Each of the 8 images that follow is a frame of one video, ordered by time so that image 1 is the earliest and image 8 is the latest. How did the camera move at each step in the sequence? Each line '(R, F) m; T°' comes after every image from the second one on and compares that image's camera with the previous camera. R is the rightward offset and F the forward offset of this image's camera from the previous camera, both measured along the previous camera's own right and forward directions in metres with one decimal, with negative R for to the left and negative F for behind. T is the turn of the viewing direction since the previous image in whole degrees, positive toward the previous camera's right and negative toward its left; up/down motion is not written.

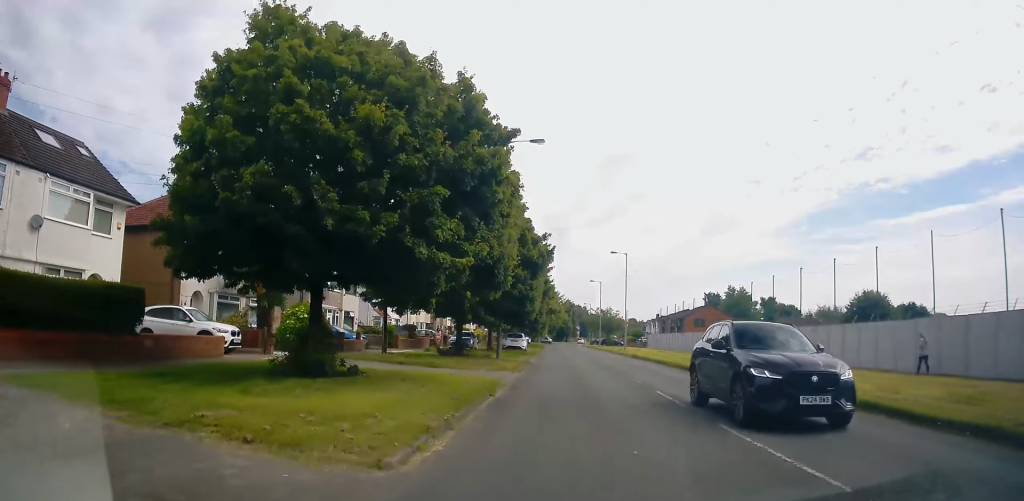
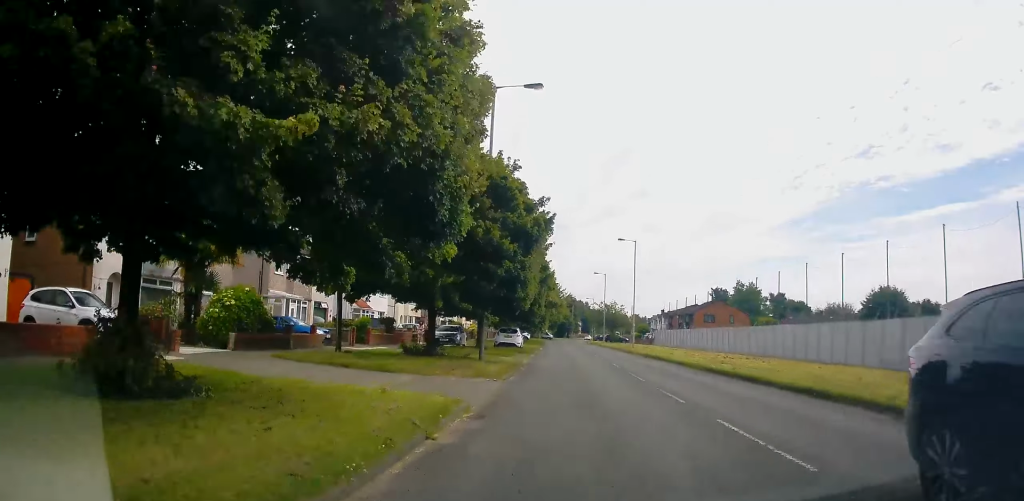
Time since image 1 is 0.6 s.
(+0.3, +6.1) m; +1°
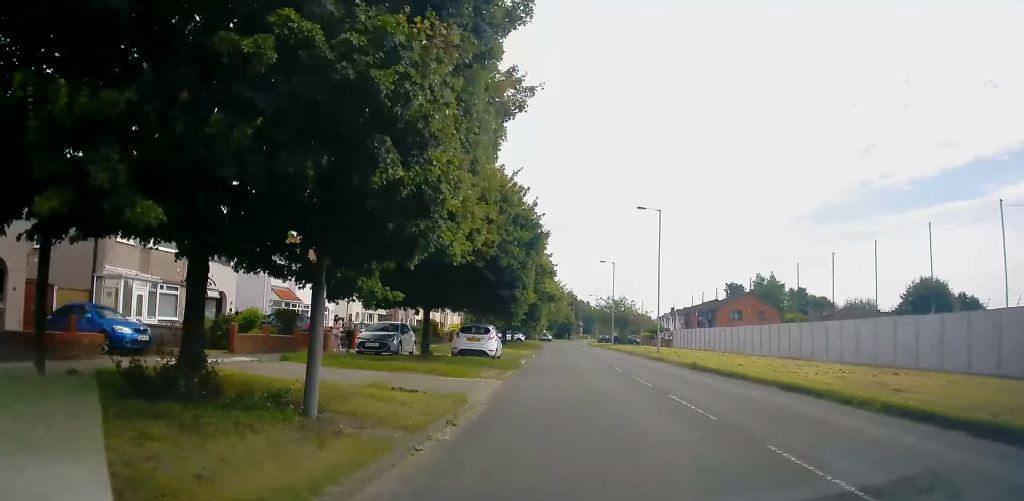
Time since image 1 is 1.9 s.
(-0.5, +14.4) m; -2°
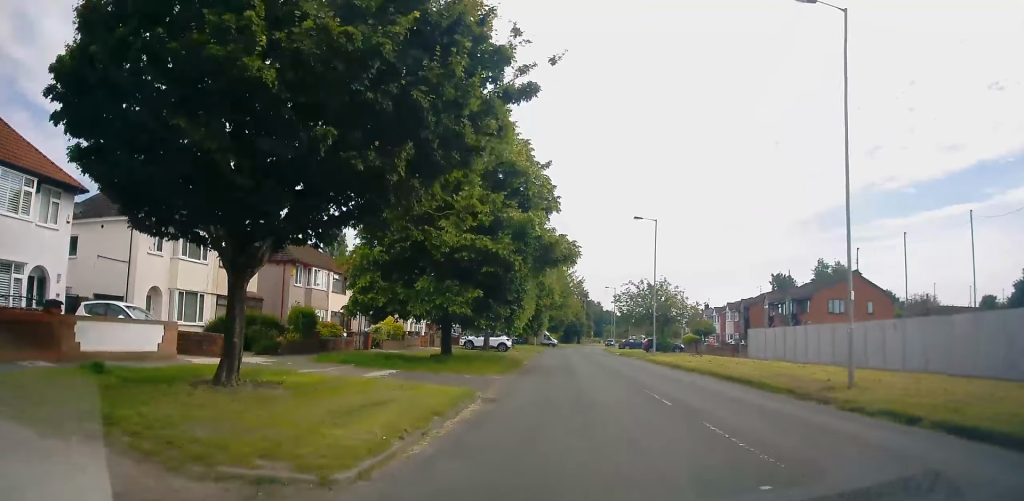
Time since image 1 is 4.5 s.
(-0.3, +28.0) m; +1°
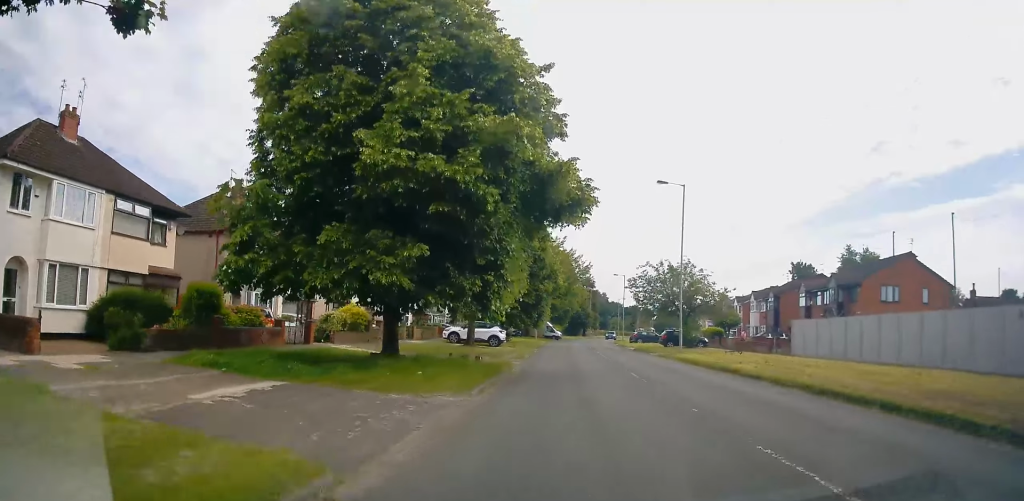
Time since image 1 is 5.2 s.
(+0.2, +8.3) m; 0°
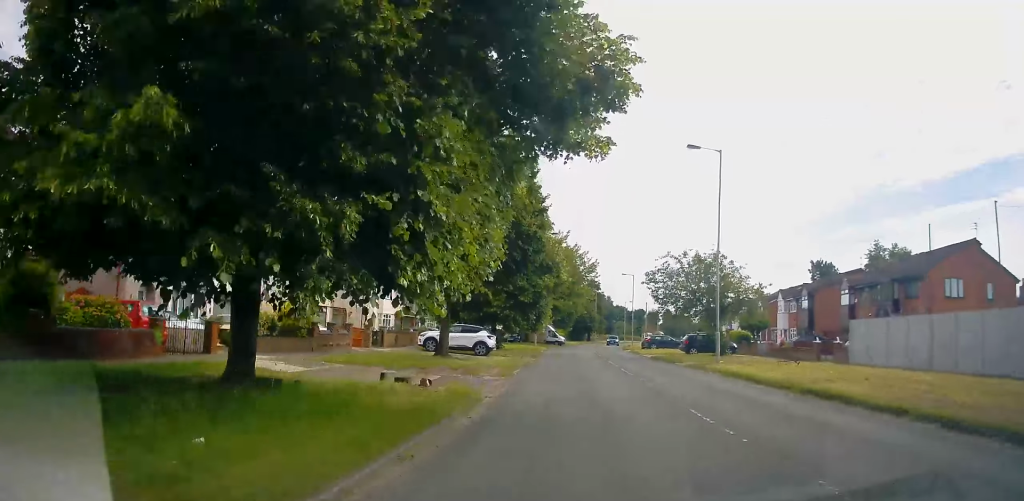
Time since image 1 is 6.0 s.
(0.0, +7.8) m; -1°
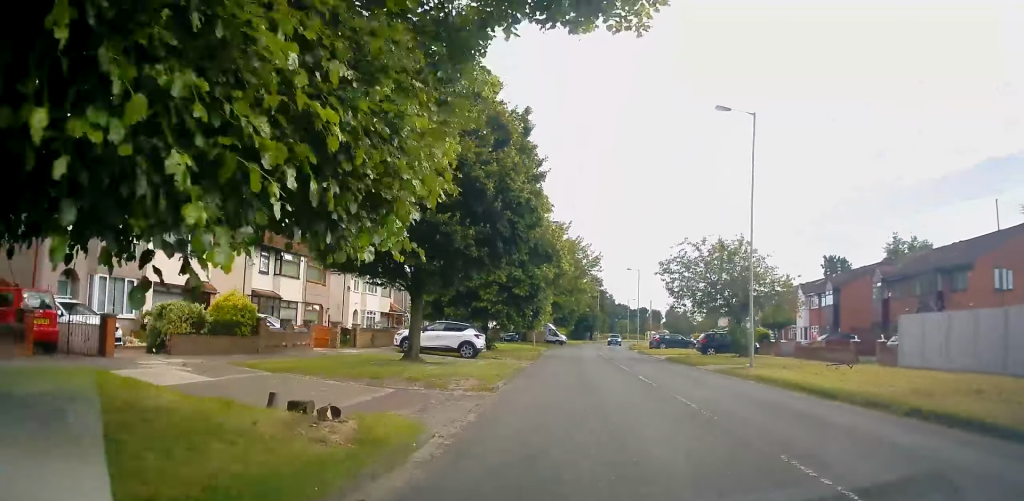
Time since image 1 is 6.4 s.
(-0.1, +4.9) m; -1°
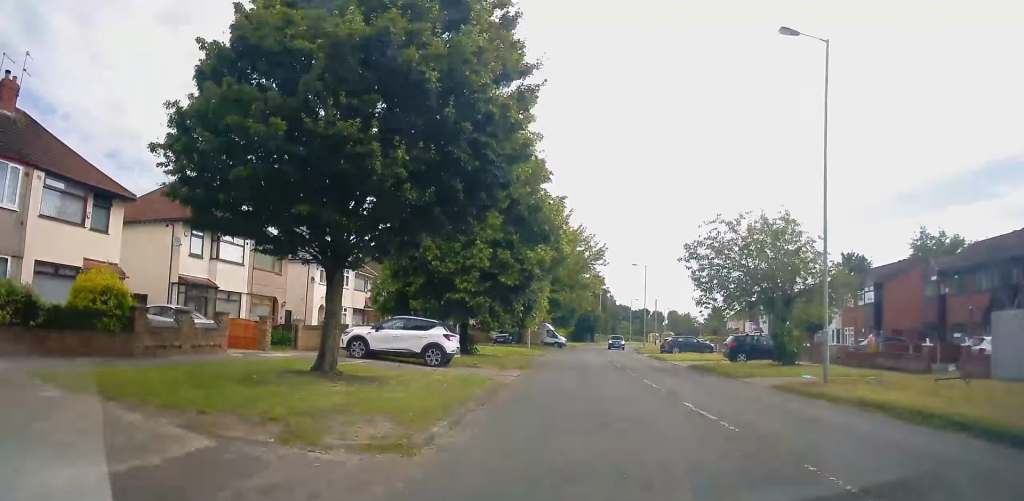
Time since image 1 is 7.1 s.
(-0.1, +6.9) m; -1°
